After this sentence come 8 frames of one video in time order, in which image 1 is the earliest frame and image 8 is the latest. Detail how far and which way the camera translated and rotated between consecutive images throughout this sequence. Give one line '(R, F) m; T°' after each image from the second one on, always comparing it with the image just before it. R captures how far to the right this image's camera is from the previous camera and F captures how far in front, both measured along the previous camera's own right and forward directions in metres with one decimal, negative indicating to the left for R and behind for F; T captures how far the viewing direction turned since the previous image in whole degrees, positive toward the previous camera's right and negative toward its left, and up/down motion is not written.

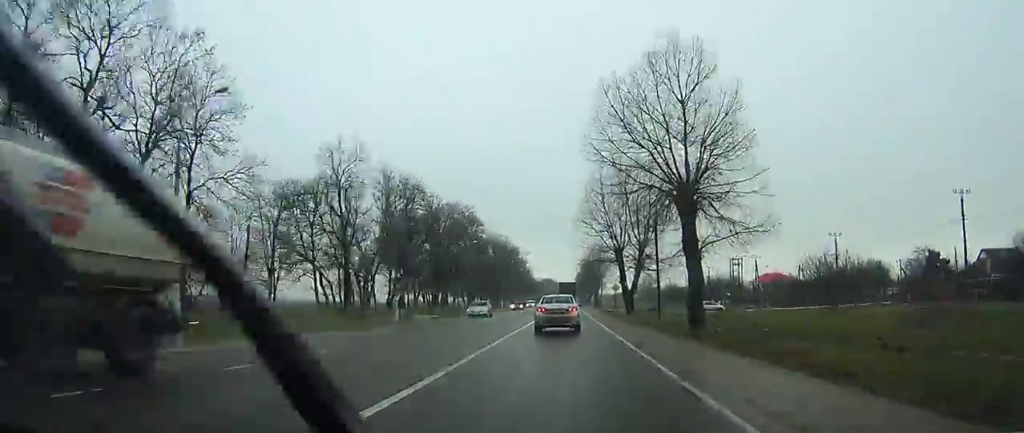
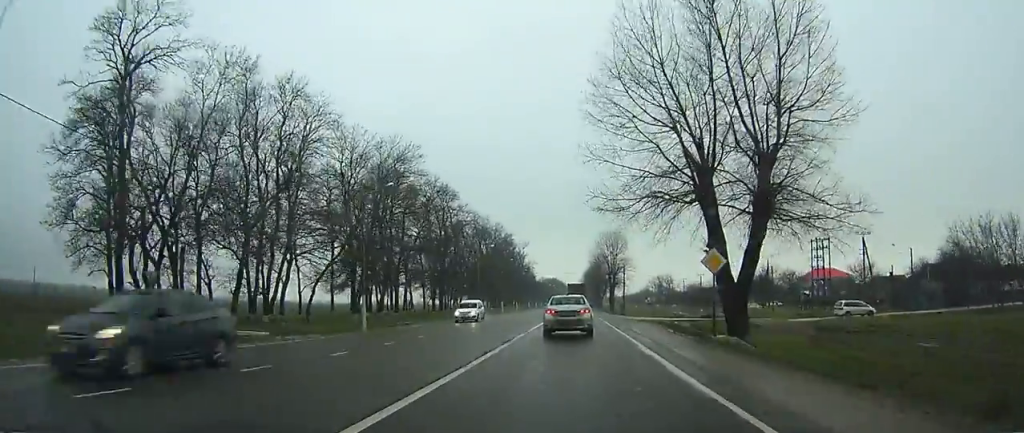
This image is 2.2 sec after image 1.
(-0.1, +39.9) m; 0°
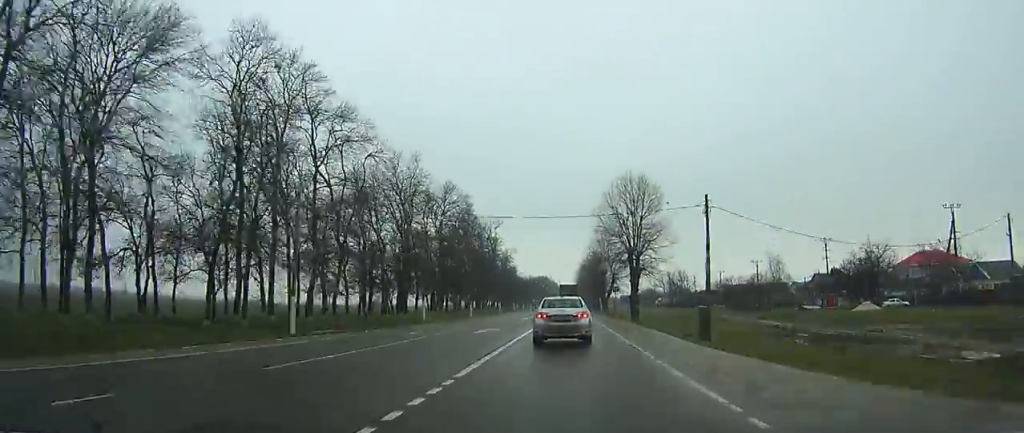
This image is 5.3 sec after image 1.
(+0.3, +56.7) m; +1°
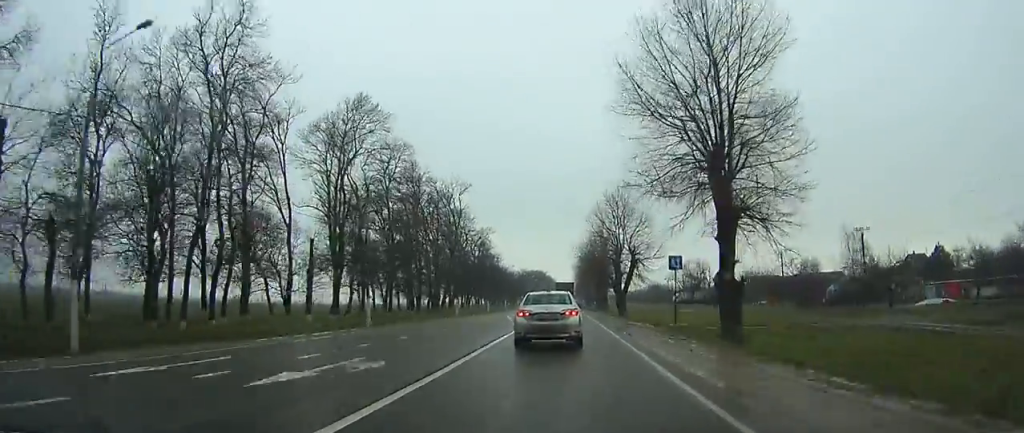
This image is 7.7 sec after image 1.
(+0.3, +42.7) m; 0°
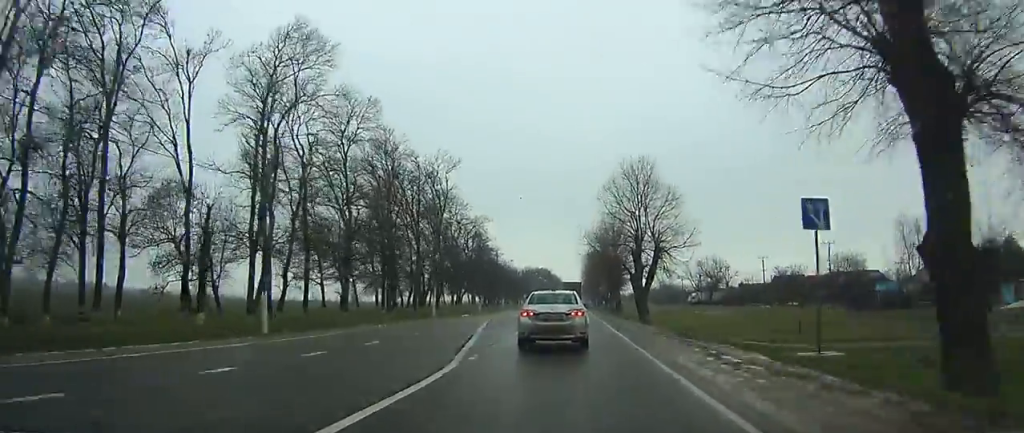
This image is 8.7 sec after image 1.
(0.0, +16.4) m; 0°
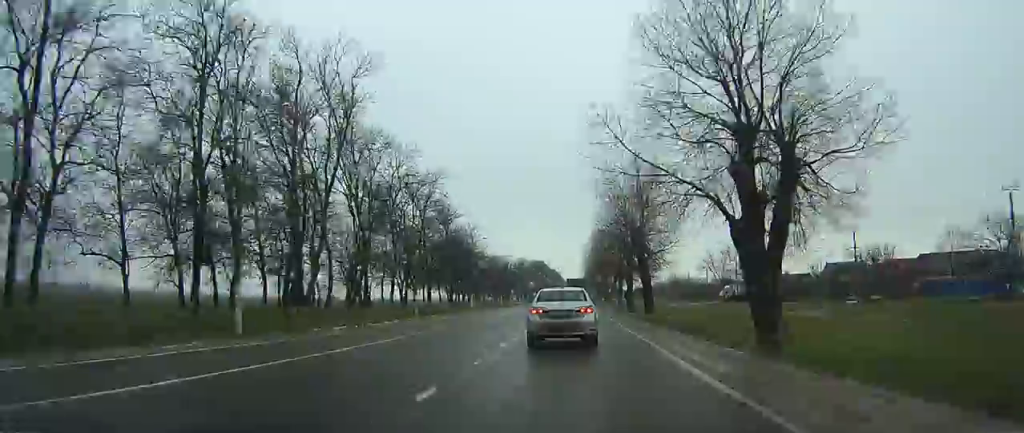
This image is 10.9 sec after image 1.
(-0.4, +38.0) m; 0°
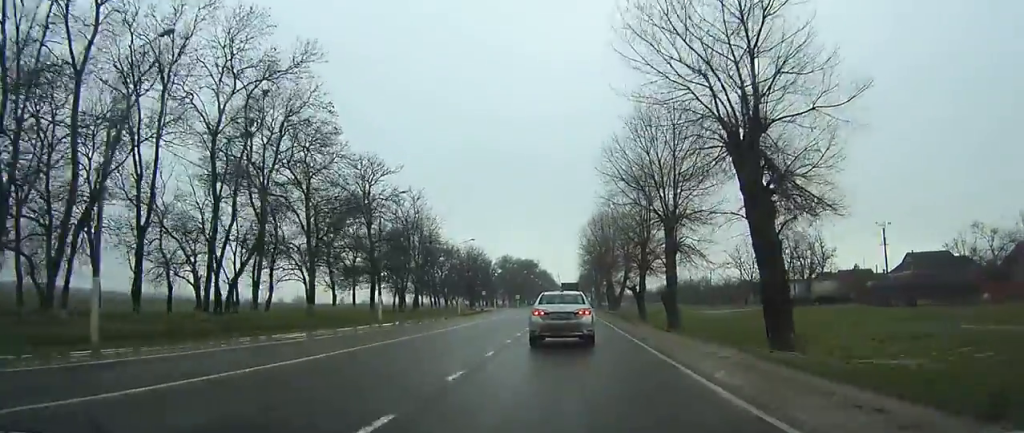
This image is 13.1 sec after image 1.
(+0.3, +38.6) m; +1°
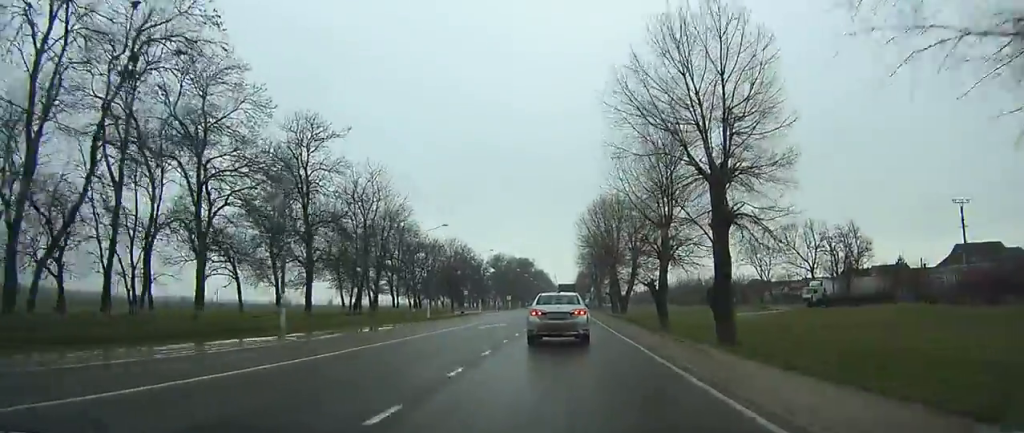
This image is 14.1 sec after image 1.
(+0.1, +15.8) m; 0°
